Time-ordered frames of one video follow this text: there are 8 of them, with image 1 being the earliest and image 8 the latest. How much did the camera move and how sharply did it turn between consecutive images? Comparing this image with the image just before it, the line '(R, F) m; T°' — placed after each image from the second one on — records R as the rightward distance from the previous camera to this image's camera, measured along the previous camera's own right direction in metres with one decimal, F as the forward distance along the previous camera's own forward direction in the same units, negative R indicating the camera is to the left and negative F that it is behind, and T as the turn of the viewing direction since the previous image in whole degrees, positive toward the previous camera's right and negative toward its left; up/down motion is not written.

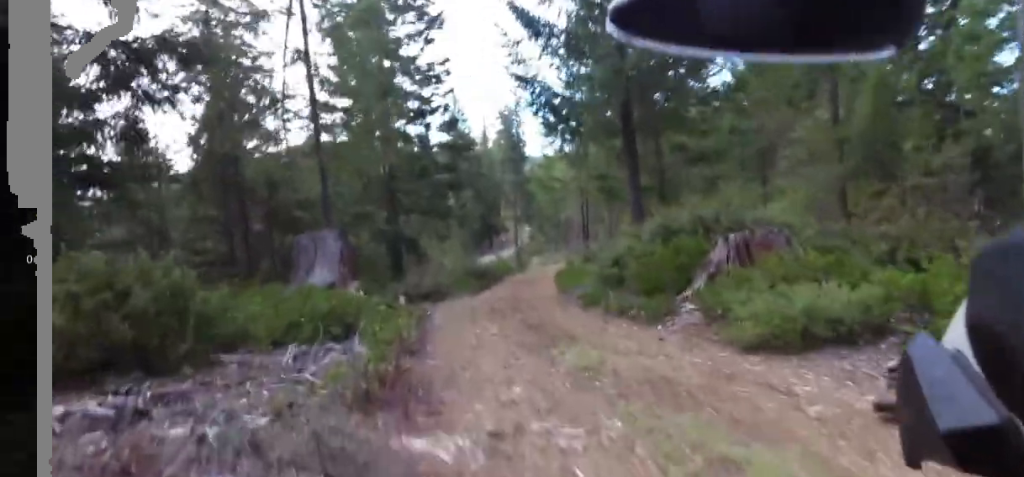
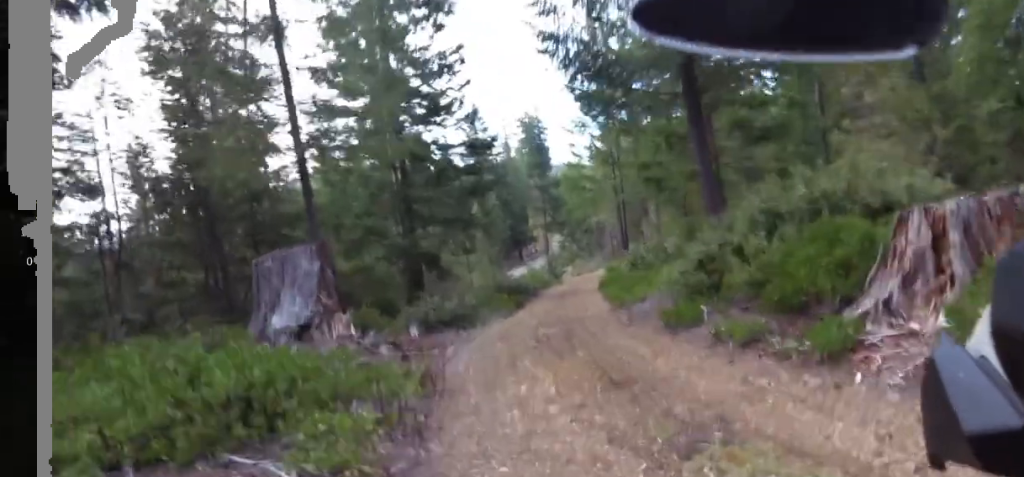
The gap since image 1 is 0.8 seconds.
(+0.7, +4.4) m; +9°
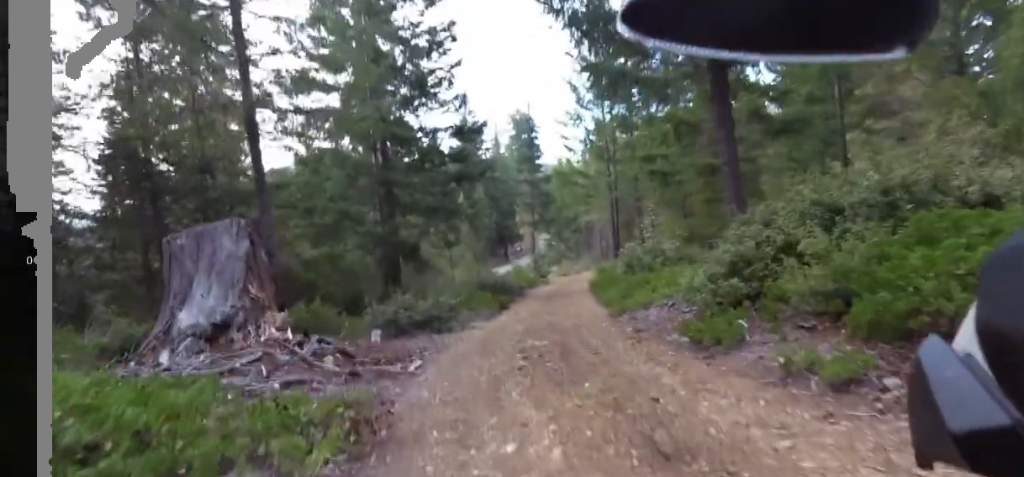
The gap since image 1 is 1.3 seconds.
(0.0, +2.3) m; 0°
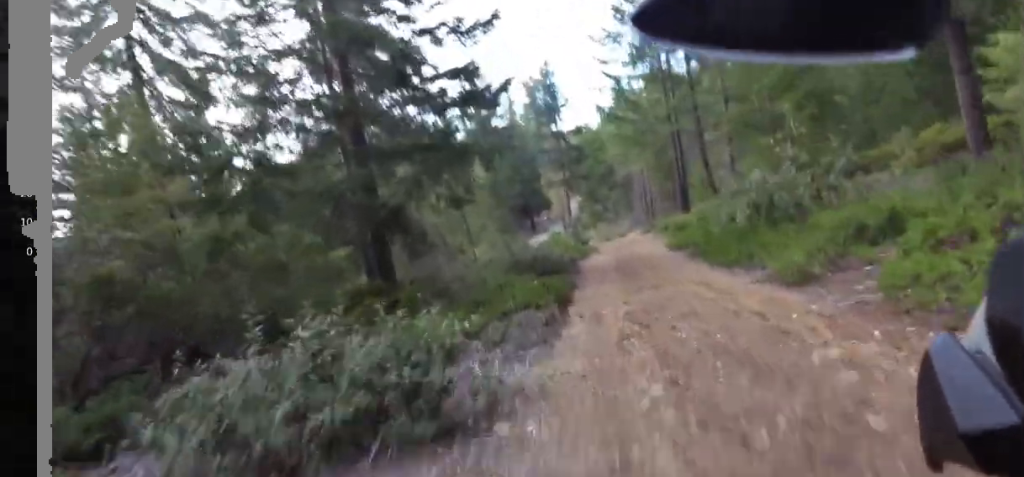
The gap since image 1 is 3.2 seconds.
(0.0, +7.7) m; +2°
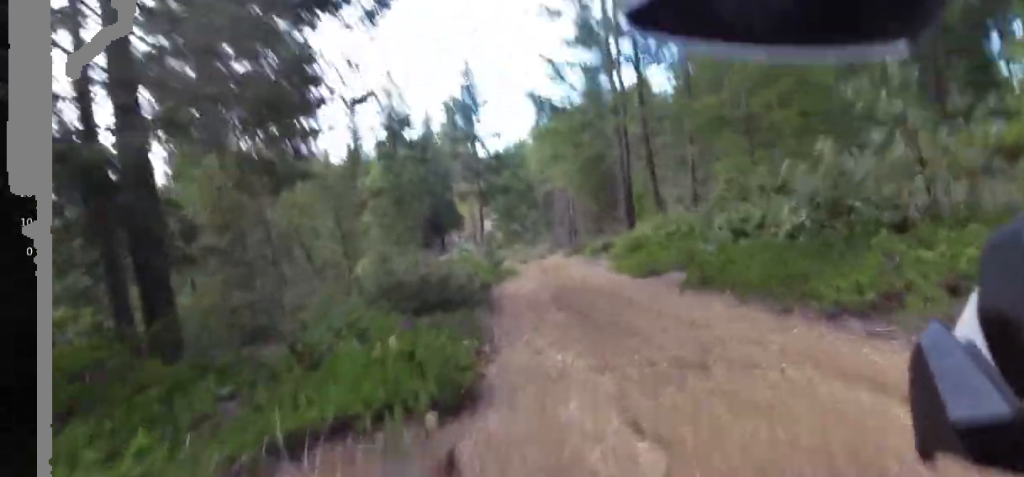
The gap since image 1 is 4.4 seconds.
(+0.2, +4.4) m; +13°
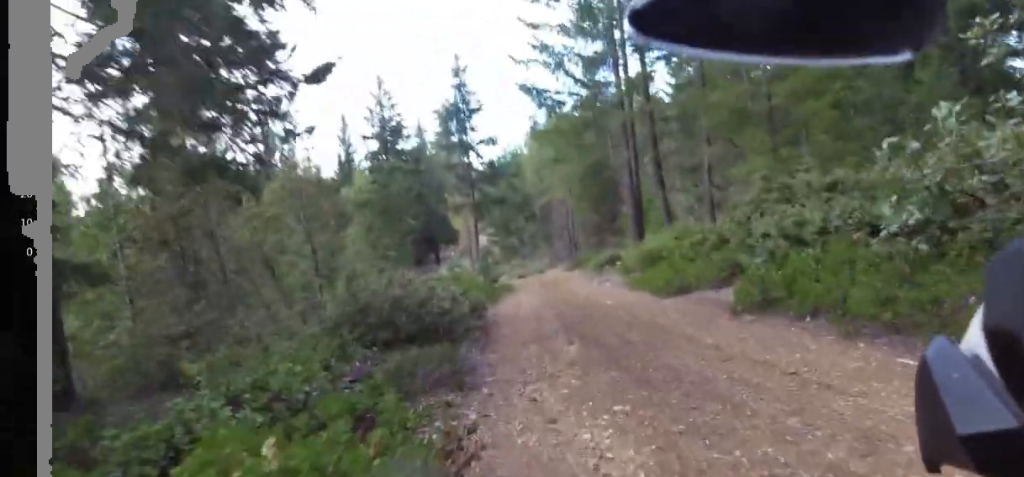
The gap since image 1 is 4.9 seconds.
(+0.1, +1.7) m; +2°
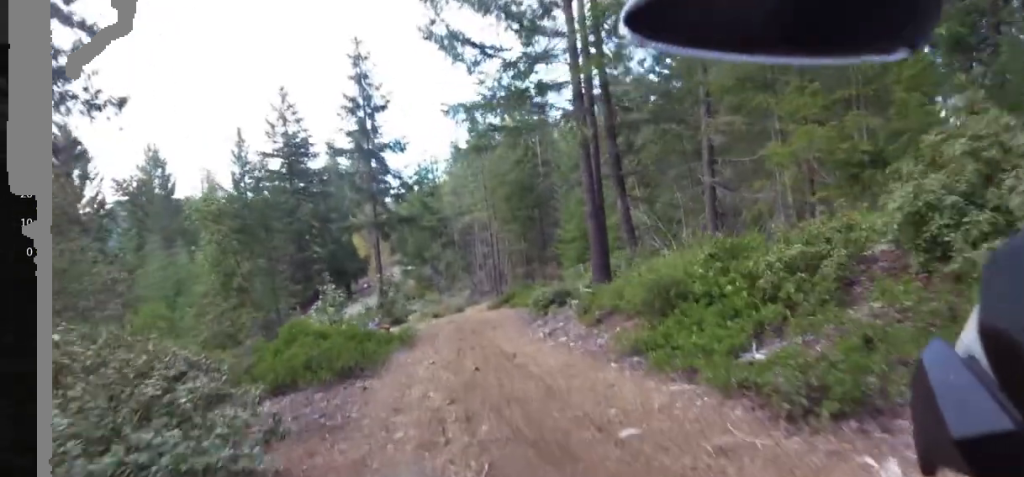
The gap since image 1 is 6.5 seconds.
(-0.5, +6.2) m; -15°
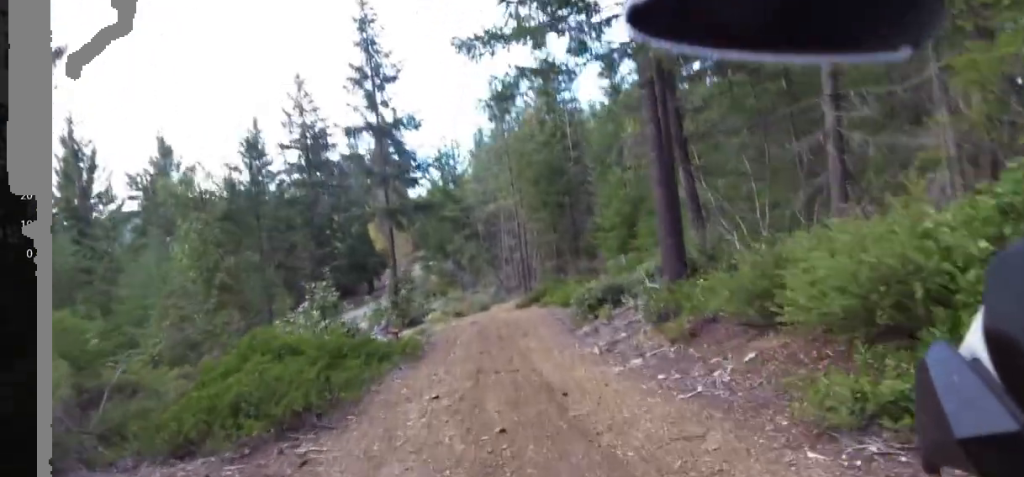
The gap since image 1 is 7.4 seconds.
(-0.1, +3.5) m; +10°
